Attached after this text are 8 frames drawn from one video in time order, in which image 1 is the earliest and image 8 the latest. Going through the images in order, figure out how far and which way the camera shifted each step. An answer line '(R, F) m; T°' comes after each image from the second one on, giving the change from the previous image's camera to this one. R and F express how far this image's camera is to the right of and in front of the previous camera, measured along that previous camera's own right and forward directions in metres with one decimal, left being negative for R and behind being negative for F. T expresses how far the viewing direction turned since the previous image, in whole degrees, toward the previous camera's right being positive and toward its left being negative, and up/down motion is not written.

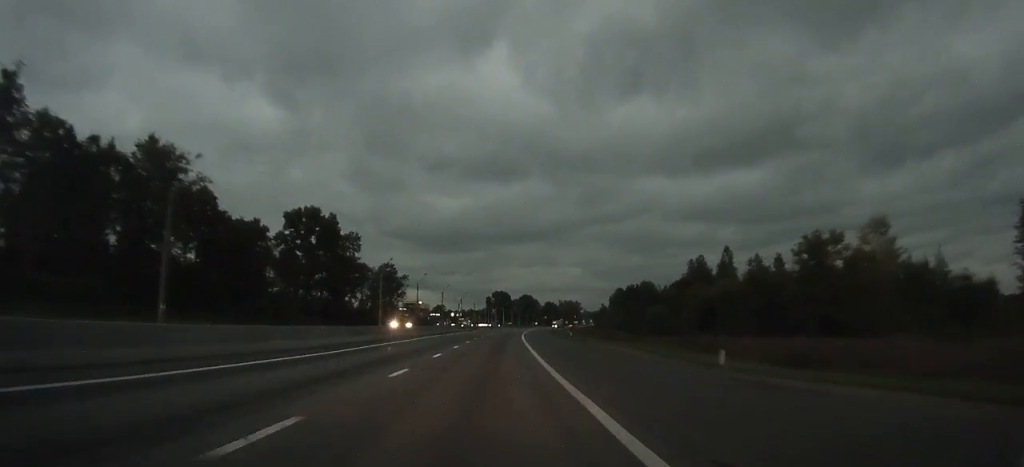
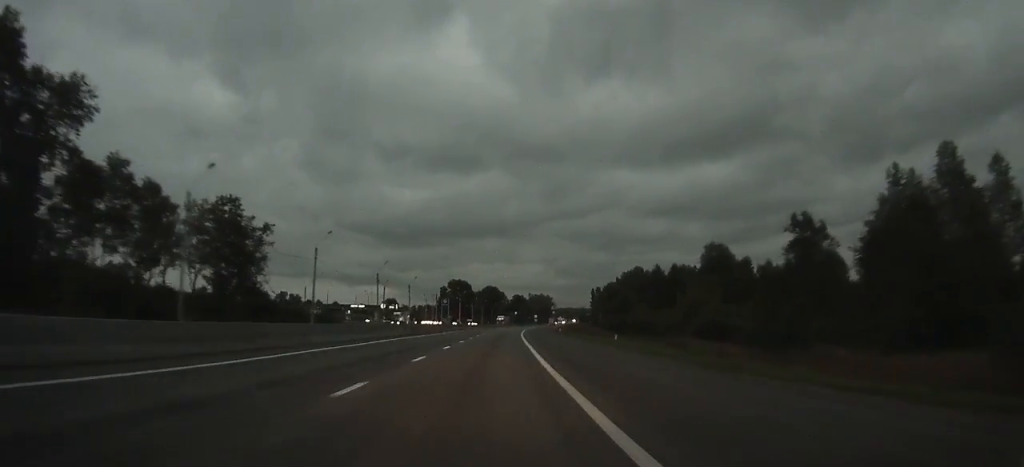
(+2.3, +83.4) m; +3°
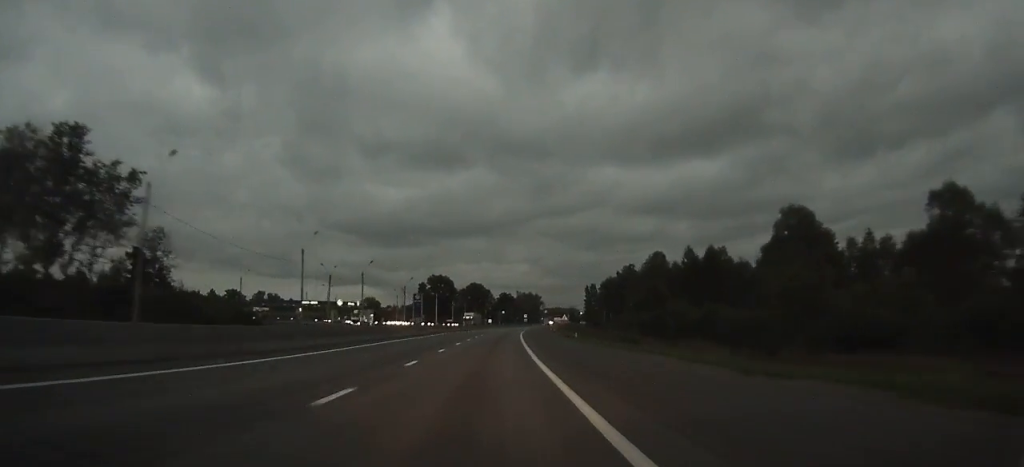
(+0.5, +32.8) m; +1°
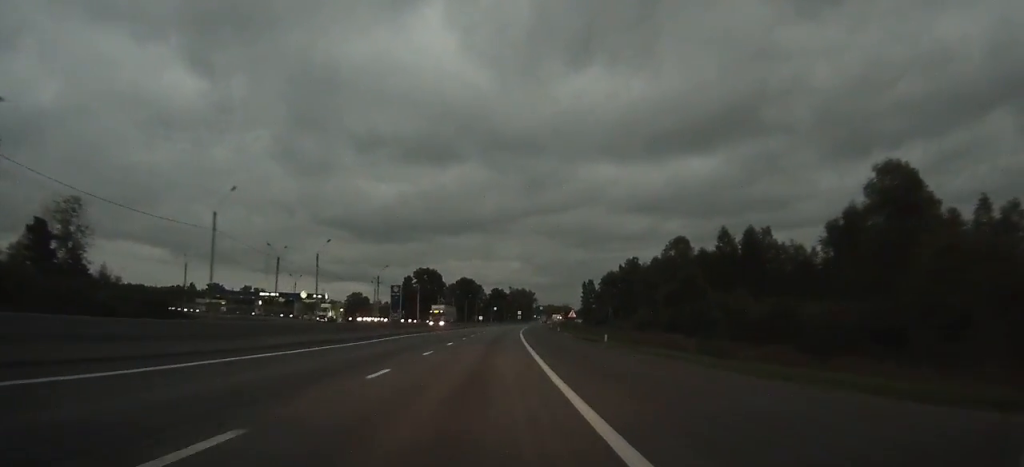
(+0.1, +20.5) m; +1°
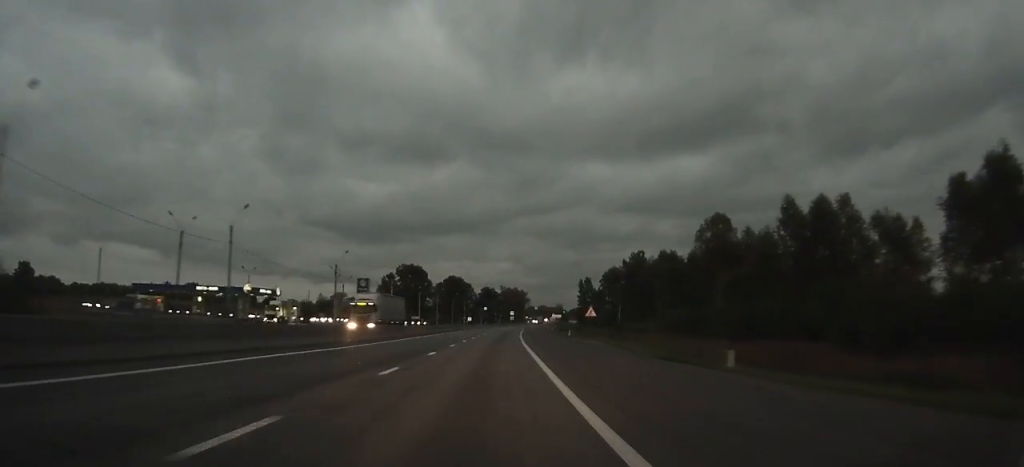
(+0.2, +23.1) m; +1°
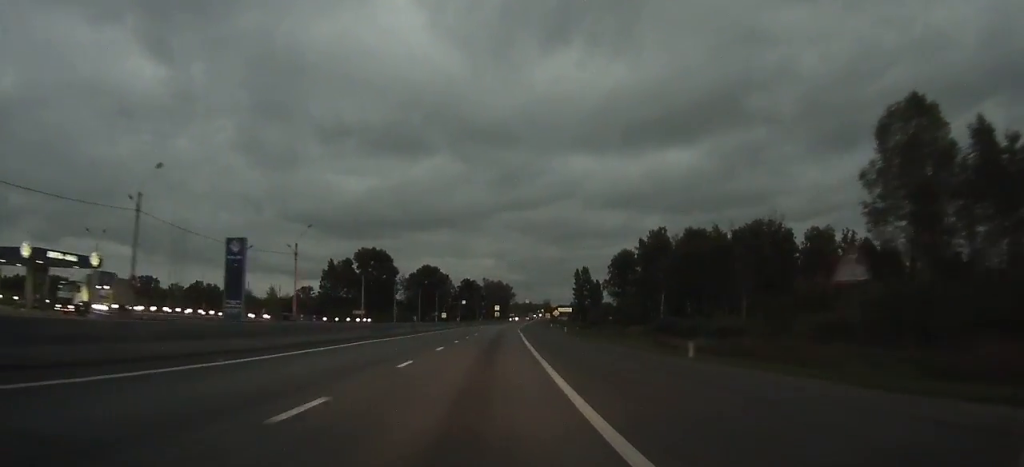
(+0.7, +45.9) m; +2°
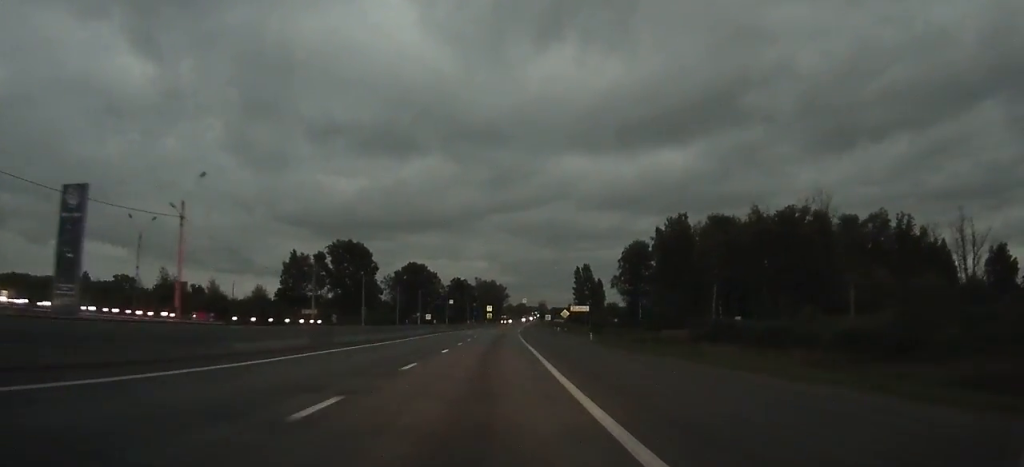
(+0.3, +23.9) m; +1°
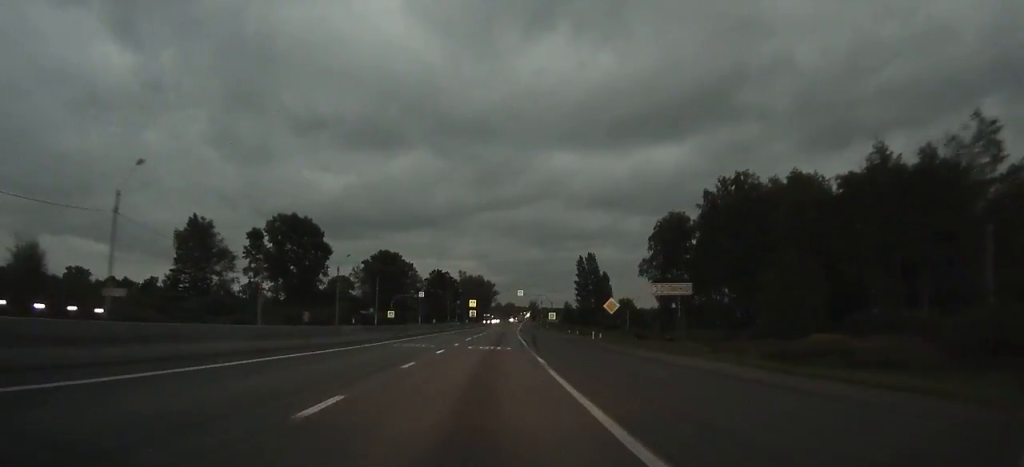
(+0.5, +41.0) m; +1°
